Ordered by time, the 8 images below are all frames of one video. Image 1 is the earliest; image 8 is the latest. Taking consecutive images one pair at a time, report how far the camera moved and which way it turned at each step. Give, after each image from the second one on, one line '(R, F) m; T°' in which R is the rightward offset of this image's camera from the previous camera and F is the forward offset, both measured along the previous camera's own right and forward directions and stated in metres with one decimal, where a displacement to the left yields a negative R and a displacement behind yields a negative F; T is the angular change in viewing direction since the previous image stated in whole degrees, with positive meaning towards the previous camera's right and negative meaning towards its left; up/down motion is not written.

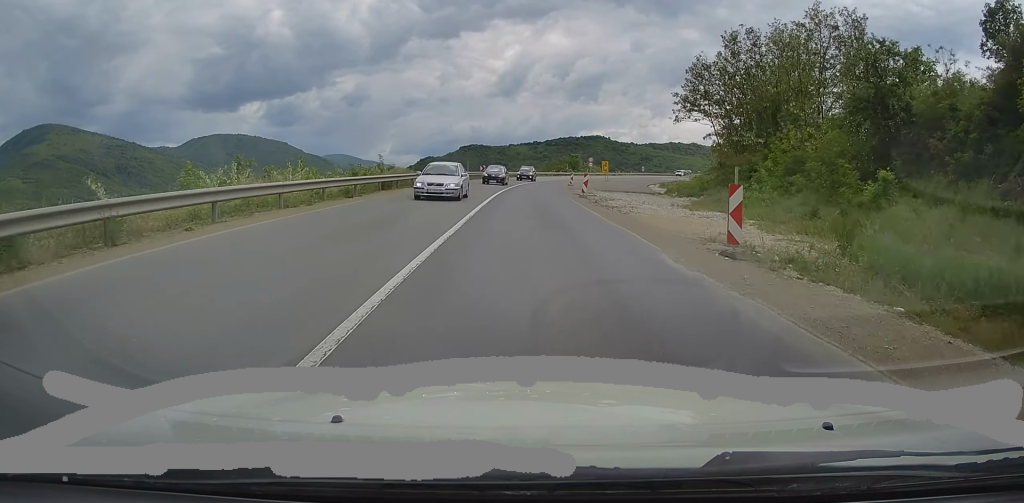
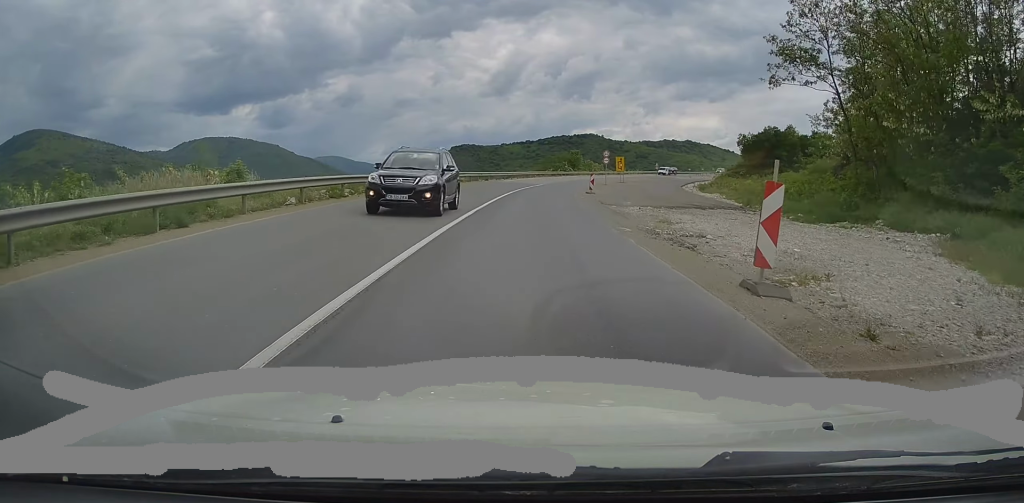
(-0.2, +25.9) m; +1°
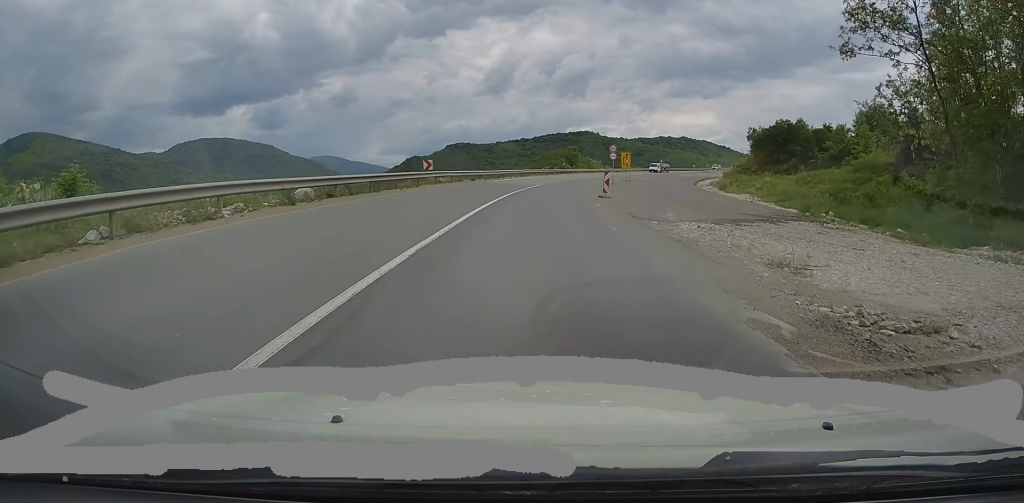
(+0.1, +9.3) m; +1°
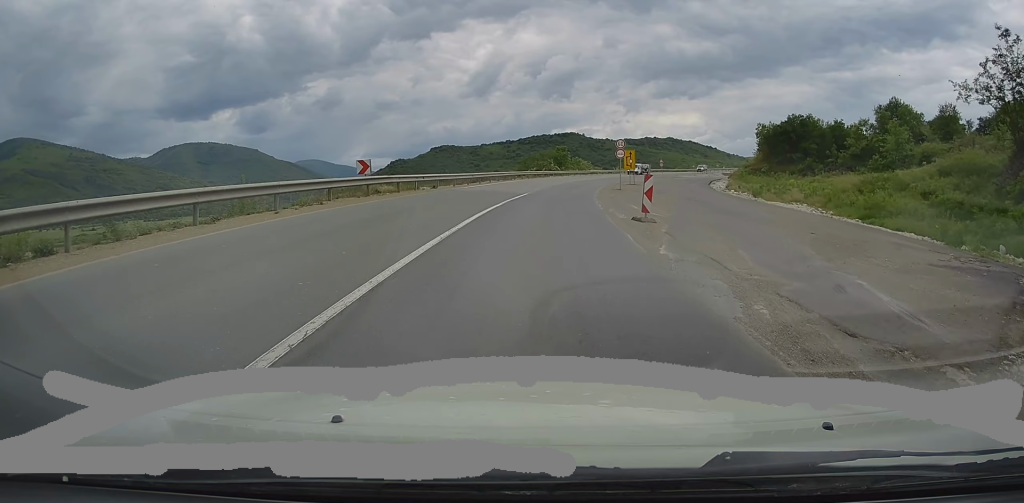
(+0.3, +13.1) m; +2°
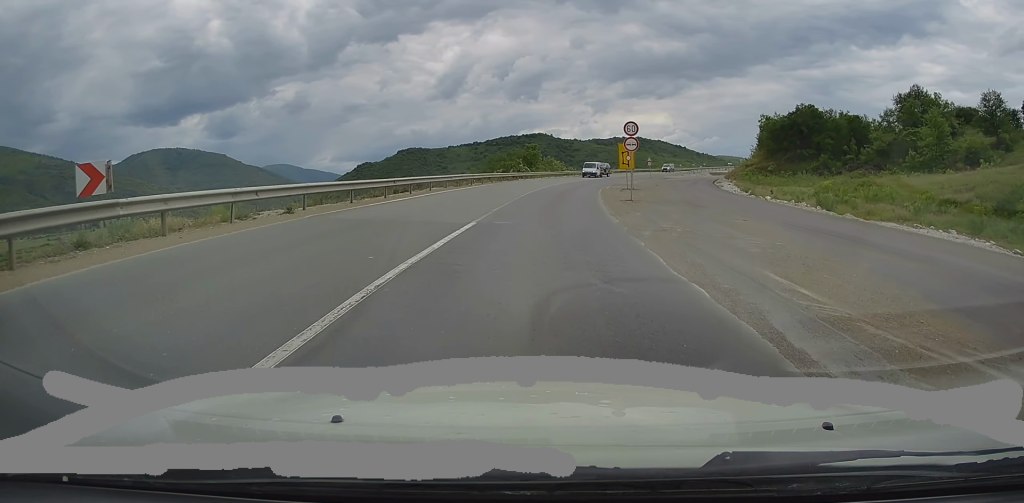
(+0.3, +16.9) m; +2°
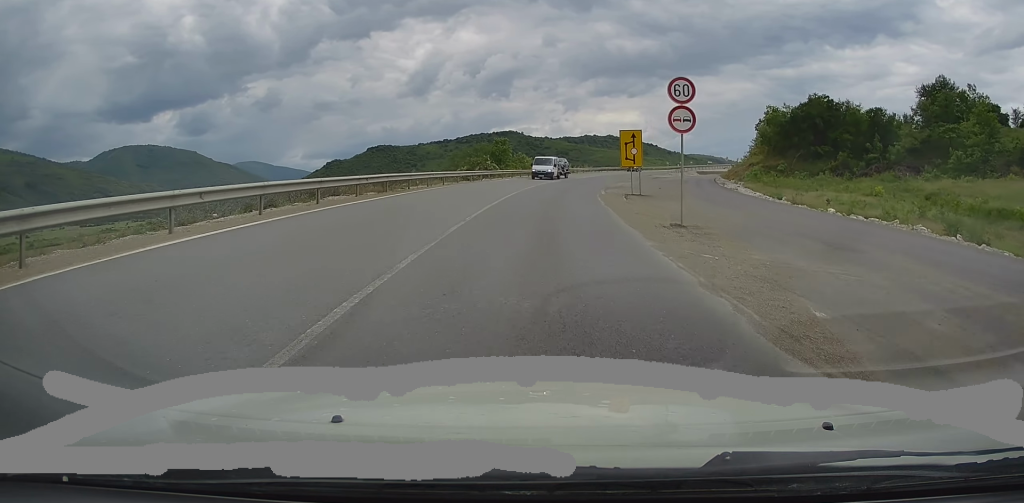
(+0.2, +14.3) m; +3°
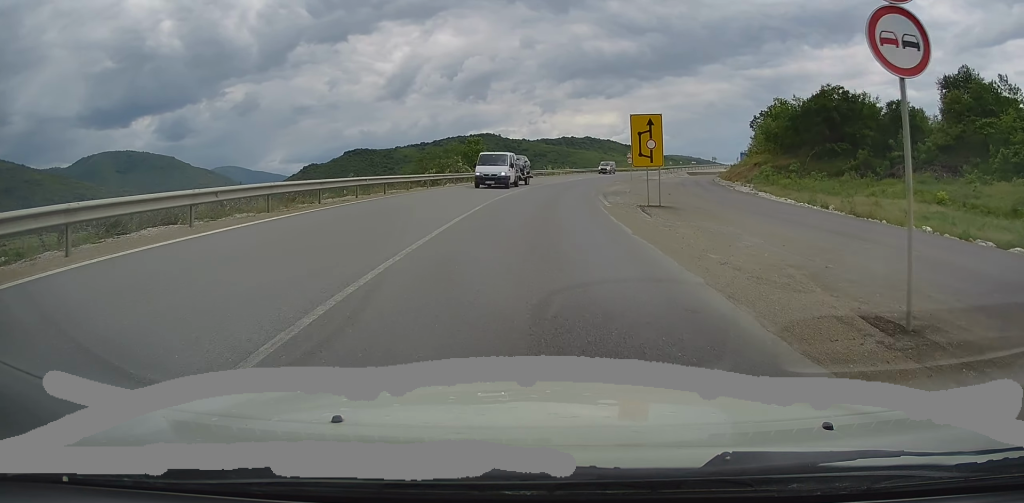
(+0.3, +10.6) m; +1°
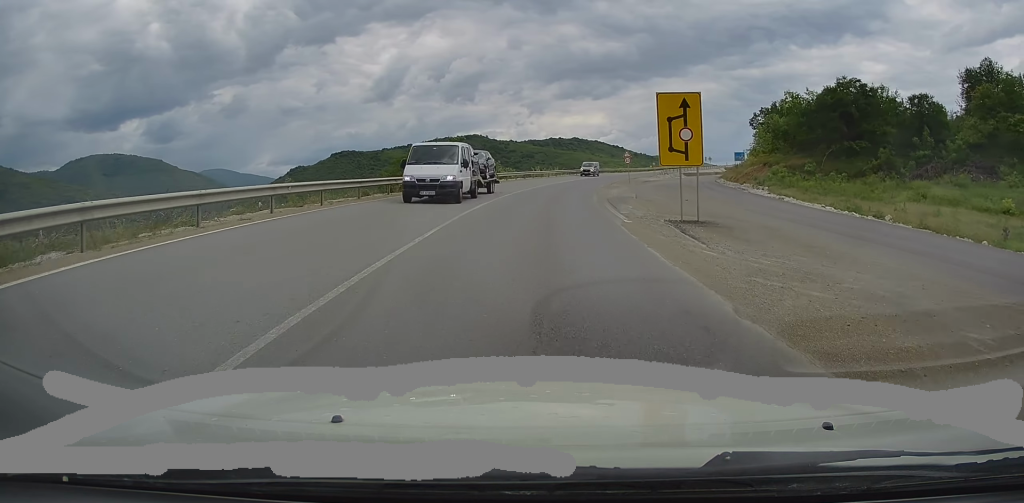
(+0.1, +7.3) m; +1°
